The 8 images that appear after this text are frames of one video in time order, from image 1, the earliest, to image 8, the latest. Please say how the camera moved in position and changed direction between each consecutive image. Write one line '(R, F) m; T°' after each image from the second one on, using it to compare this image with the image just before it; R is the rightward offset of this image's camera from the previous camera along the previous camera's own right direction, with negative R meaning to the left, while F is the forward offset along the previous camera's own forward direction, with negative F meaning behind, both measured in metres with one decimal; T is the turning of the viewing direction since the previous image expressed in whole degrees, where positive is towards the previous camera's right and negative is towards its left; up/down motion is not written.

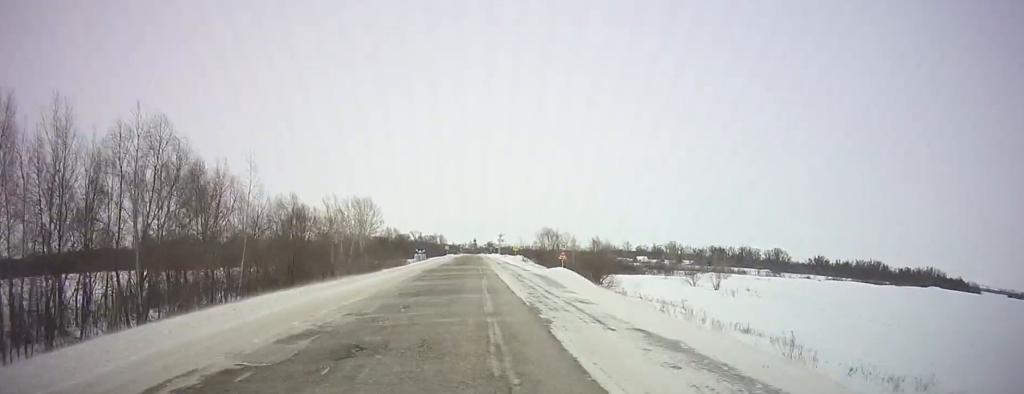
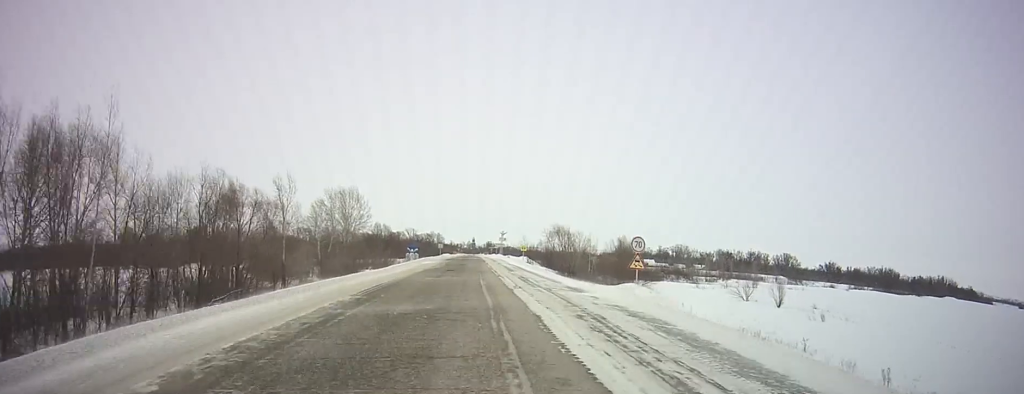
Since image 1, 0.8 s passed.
(+0.1, +22.1) m; 0°
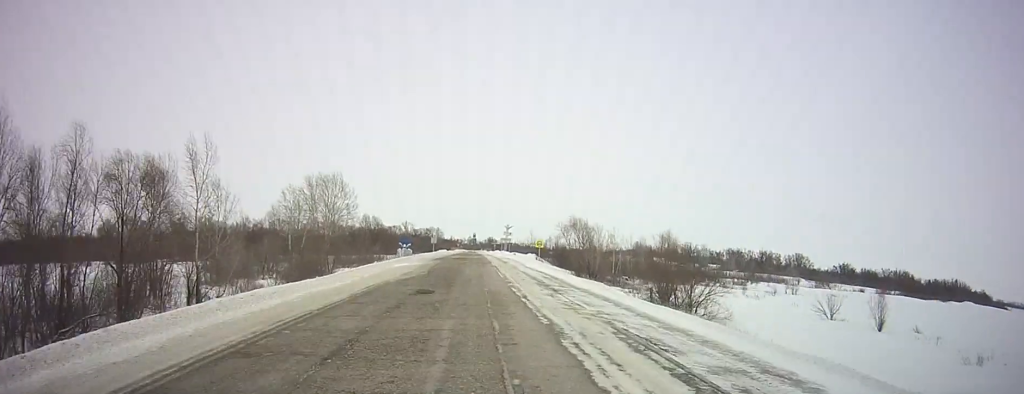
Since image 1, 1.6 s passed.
(+0.1, +22.0) m; 0°
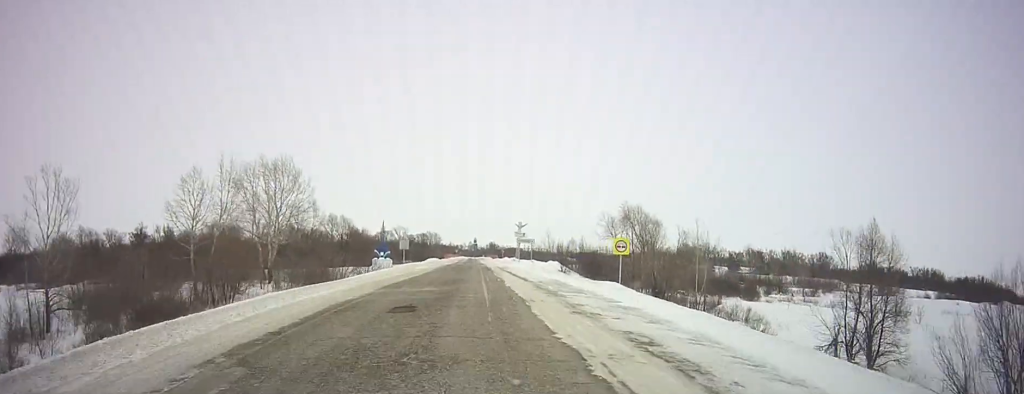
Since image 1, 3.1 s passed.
(-0.1, +41.8) m; 0°
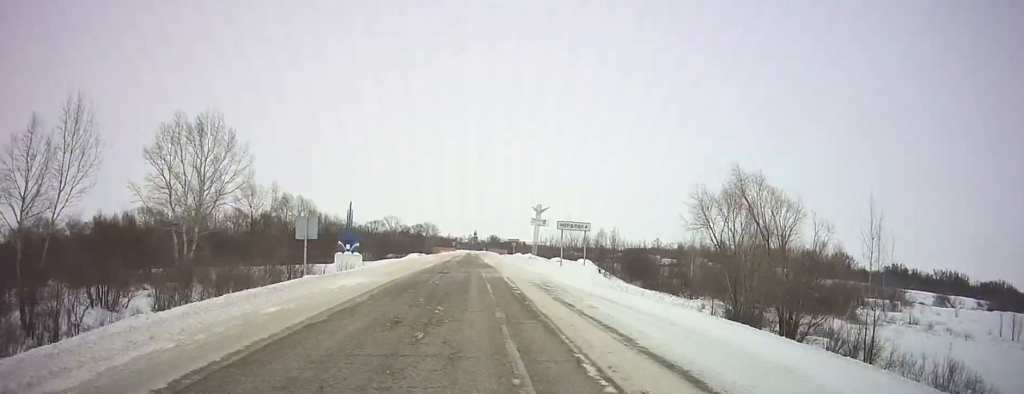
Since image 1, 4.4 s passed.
(-0.1, +33.8) m; 0°
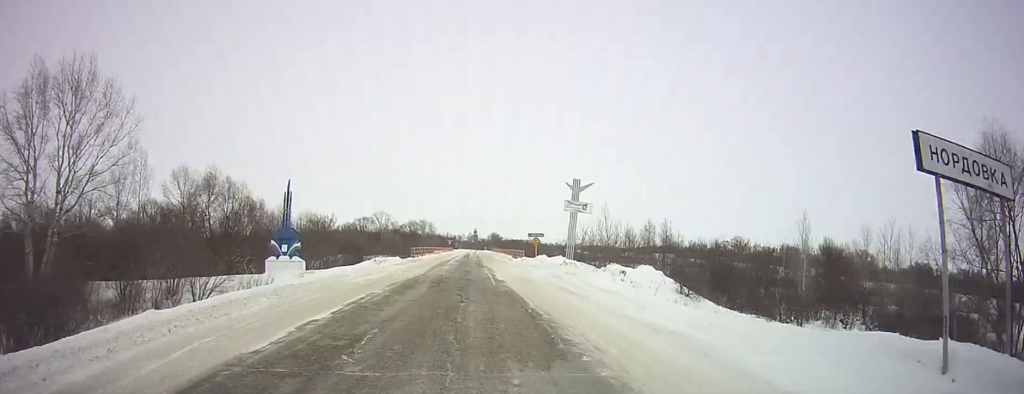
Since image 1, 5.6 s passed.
(-0.2, +31.2) m; 0°
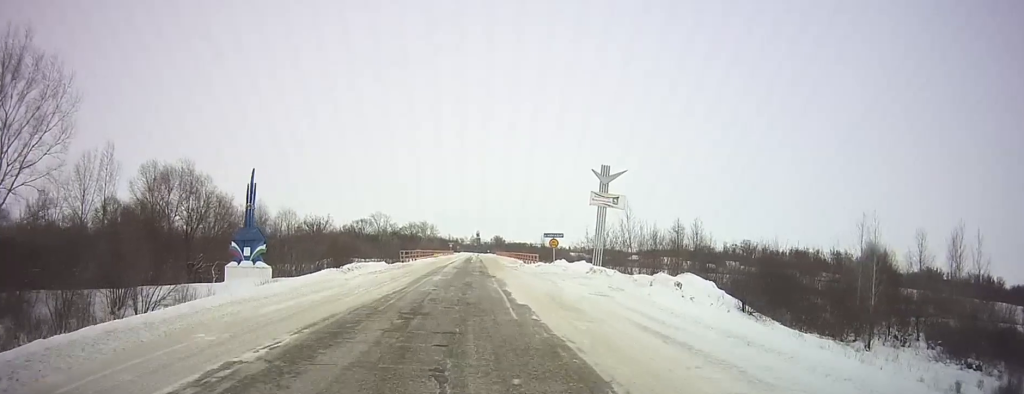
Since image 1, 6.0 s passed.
(0.0, +11.1) m; 0°
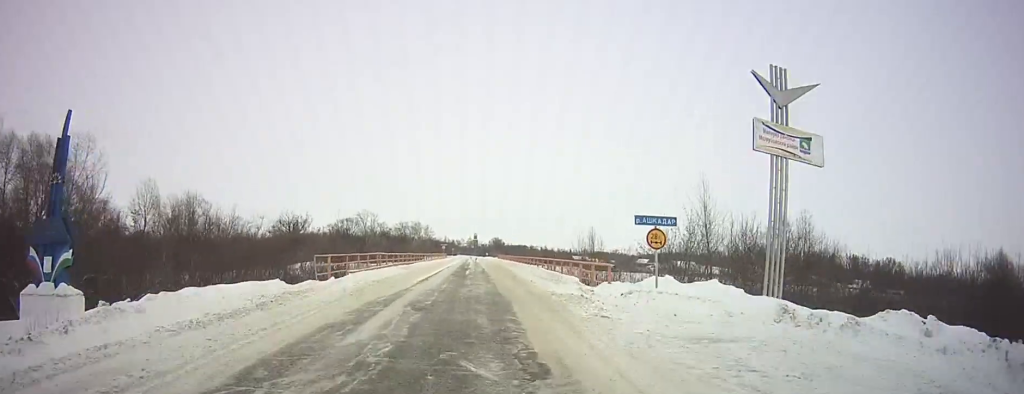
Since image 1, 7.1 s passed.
(+0.1, +26.1) m; 0°
